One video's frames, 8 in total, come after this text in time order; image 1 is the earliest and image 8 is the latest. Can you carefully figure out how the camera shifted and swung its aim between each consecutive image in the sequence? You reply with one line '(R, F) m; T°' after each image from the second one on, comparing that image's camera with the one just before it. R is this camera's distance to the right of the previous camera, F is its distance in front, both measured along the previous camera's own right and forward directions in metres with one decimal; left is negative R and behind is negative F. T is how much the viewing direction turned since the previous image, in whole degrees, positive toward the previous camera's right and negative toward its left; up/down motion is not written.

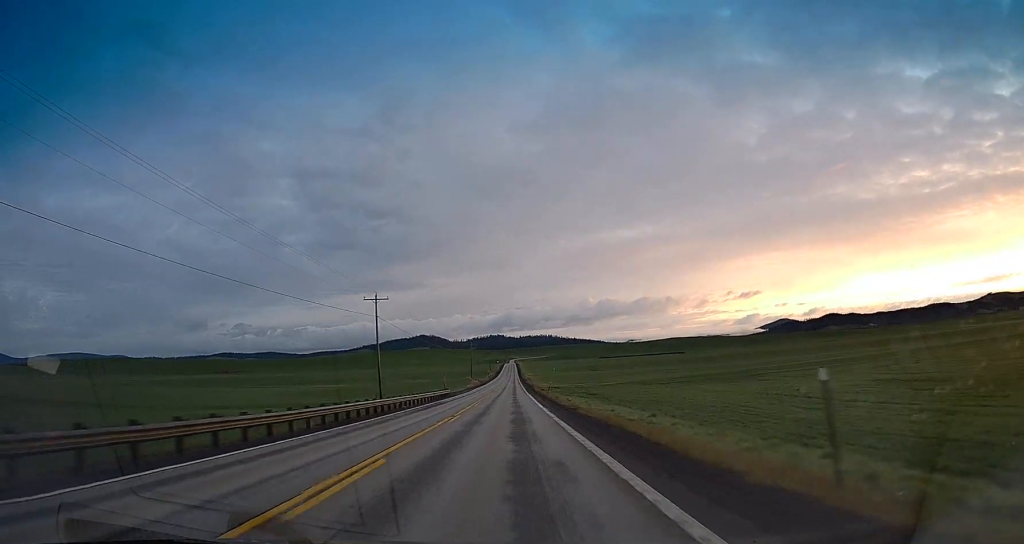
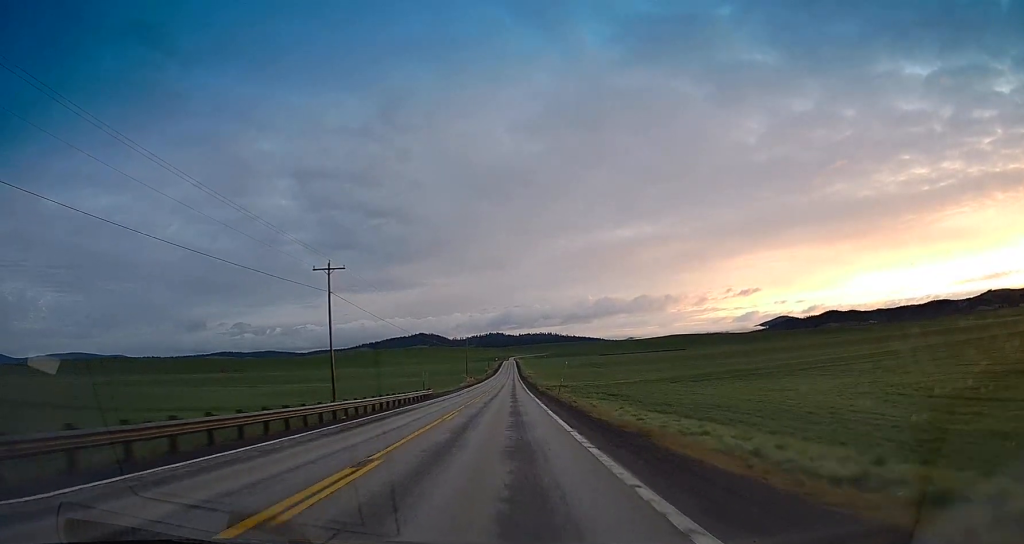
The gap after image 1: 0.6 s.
(0.0, +15.6) m; 0°
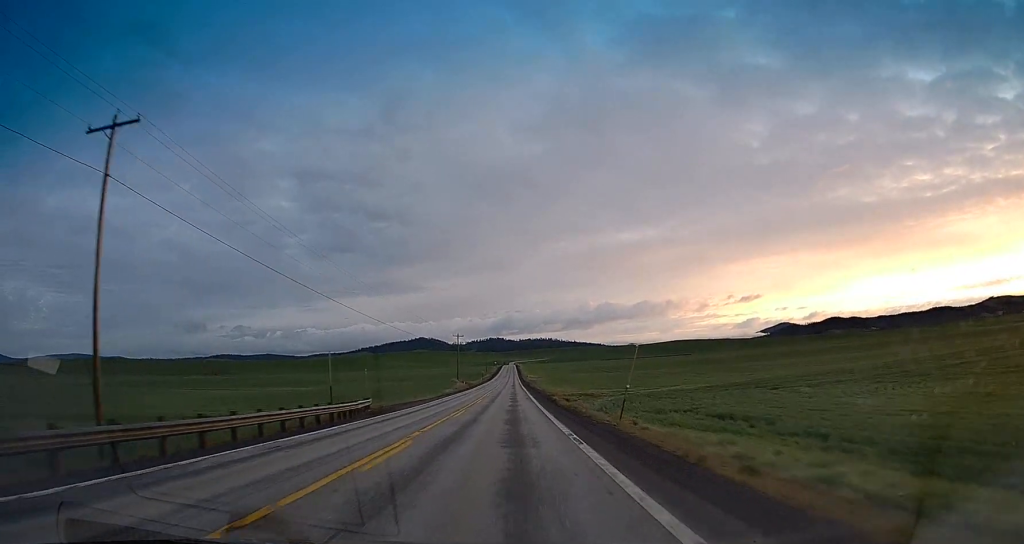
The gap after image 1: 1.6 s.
(0.0, +27.3) m; 0°
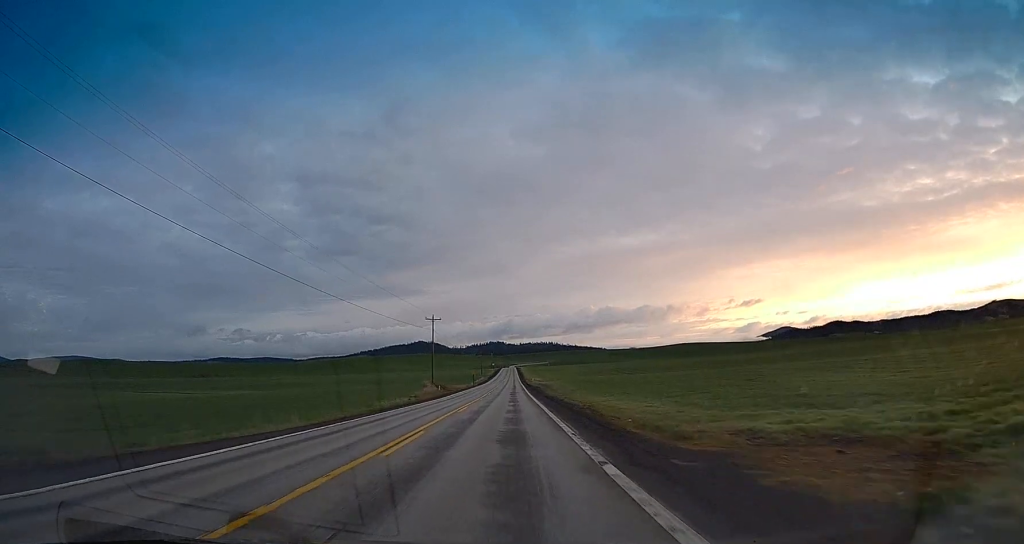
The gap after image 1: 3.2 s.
(0.0, +44.3) m; 0°
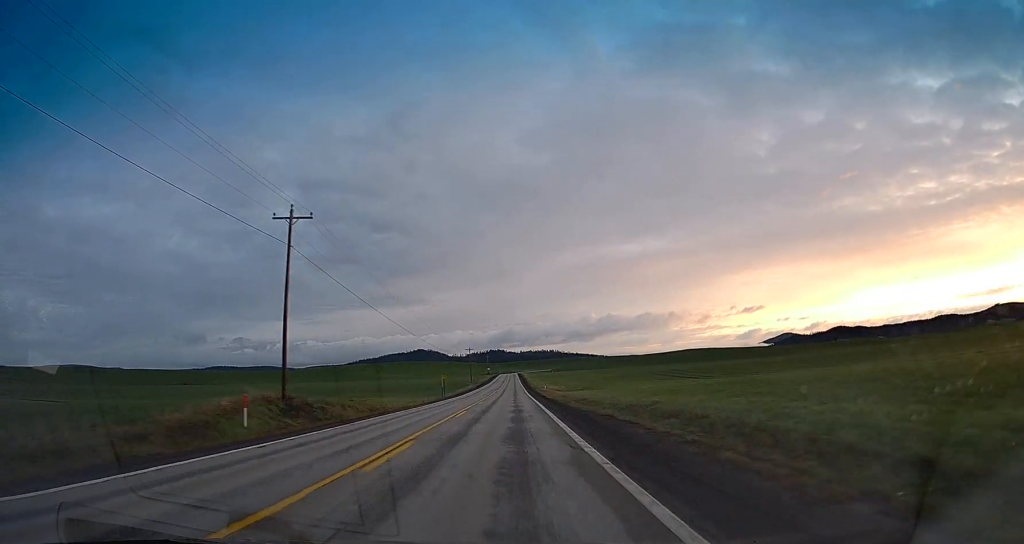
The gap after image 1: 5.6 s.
(0.0, +63.8) m; 0°
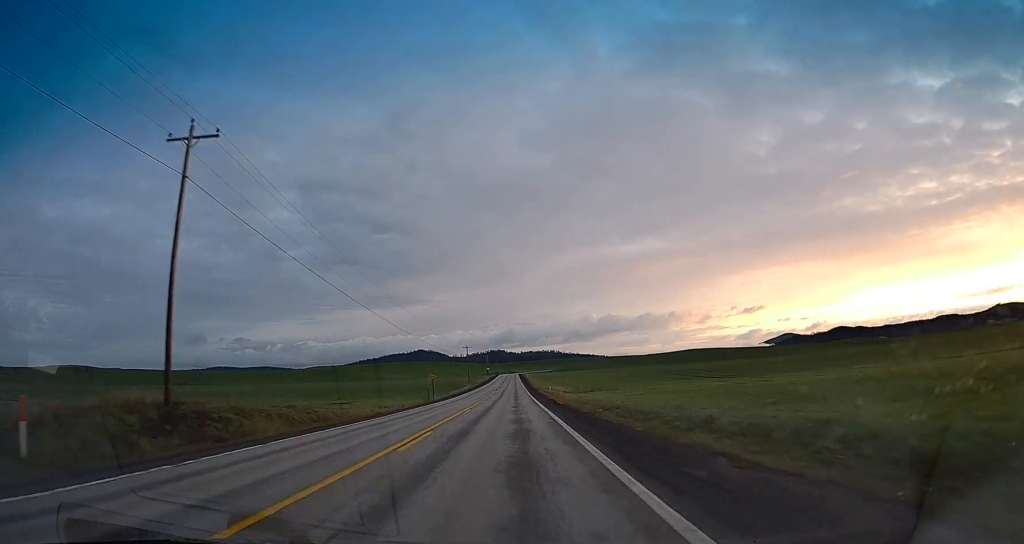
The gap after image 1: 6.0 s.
(0.0, +12.4) m; 0°
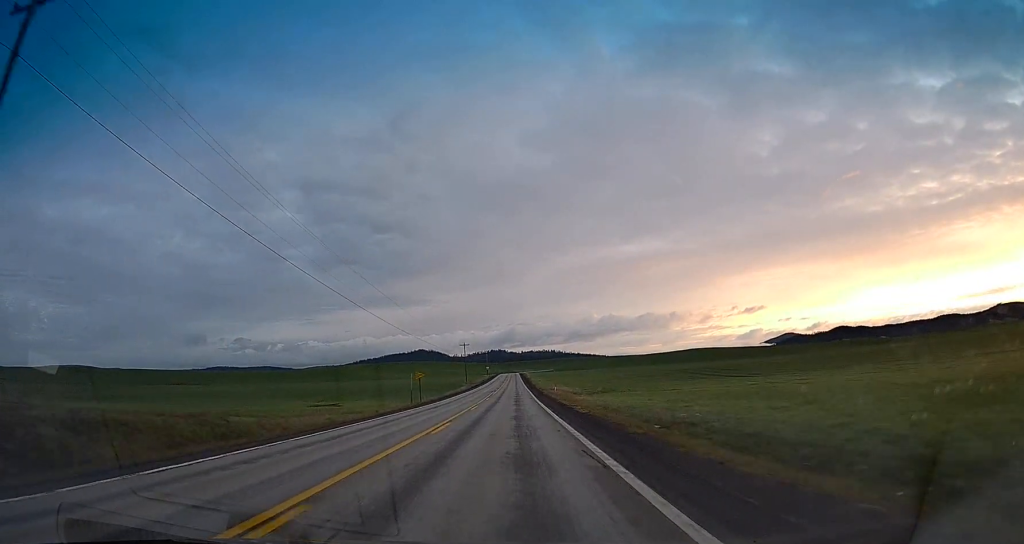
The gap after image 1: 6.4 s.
(0.0, +10.7) m; 0°
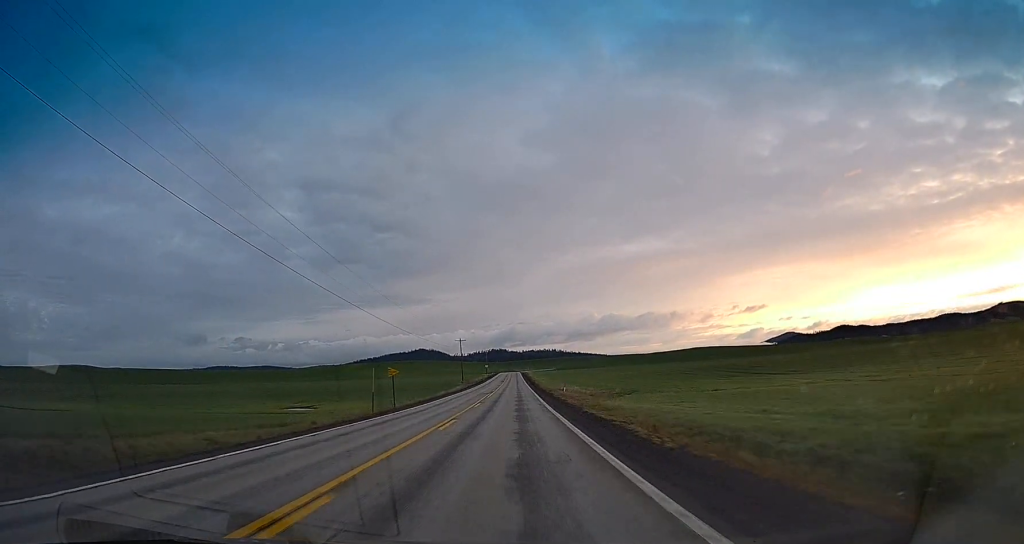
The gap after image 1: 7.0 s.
(0.0, +14.2) m; 0°
